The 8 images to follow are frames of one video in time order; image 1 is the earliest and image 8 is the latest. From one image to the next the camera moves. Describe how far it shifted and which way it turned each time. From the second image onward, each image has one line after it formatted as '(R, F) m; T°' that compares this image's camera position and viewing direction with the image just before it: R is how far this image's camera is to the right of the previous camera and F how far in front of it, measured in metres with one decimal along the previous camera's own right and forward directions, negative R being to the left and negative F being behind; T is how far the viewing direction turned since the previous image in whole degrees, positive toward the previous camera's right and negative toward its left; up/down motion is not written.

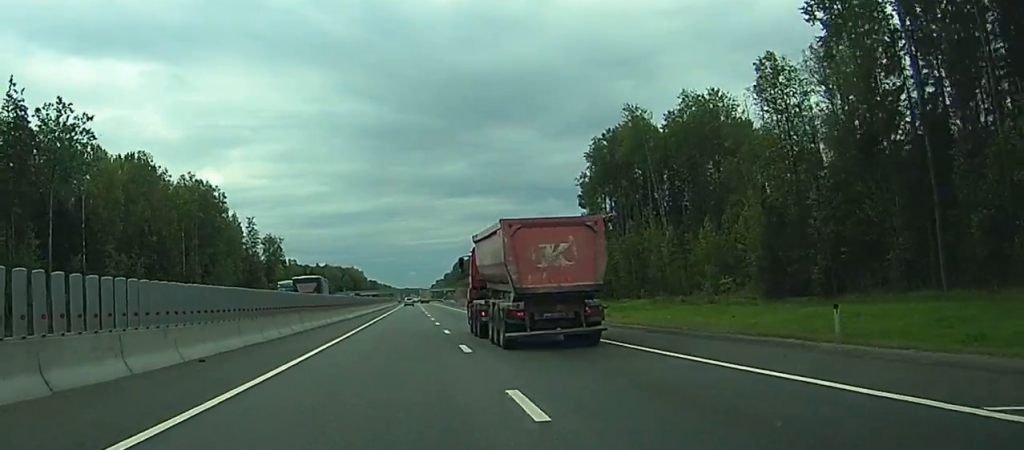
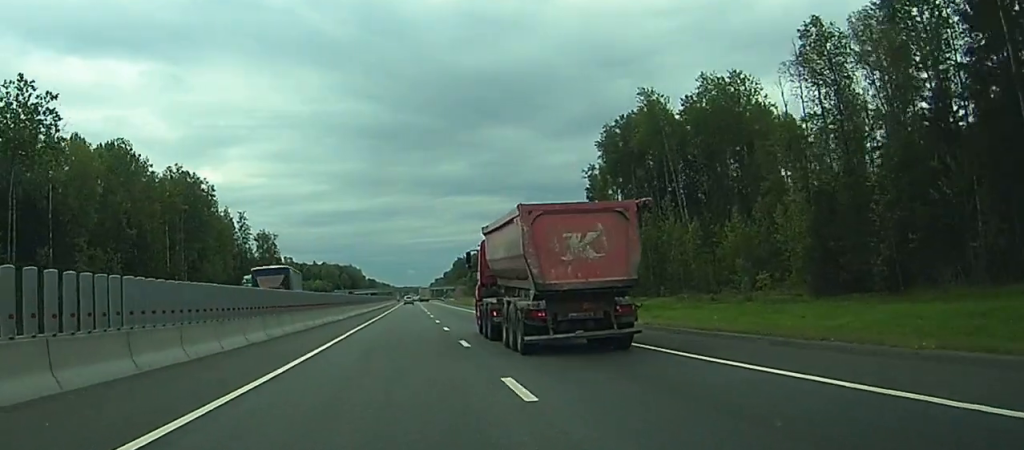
(0.0, +10.2) m; 0°
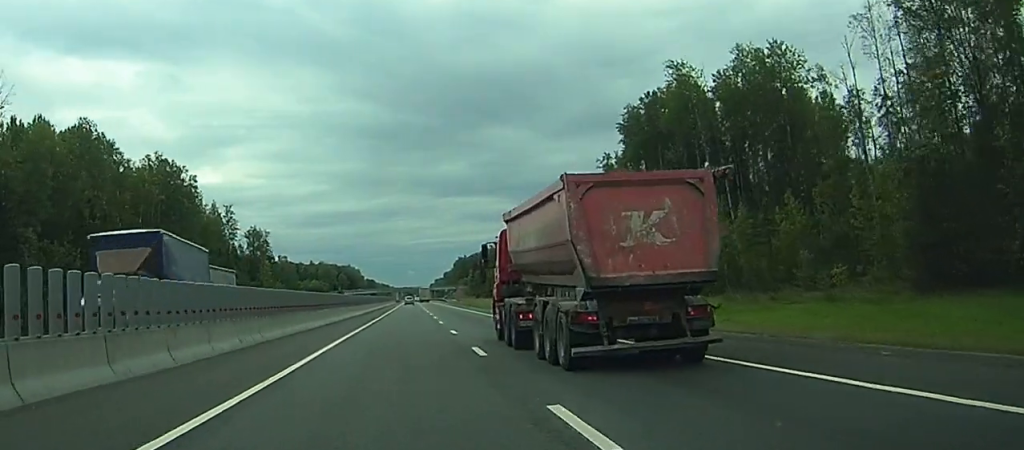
(0.0, +15.3) m; 0°
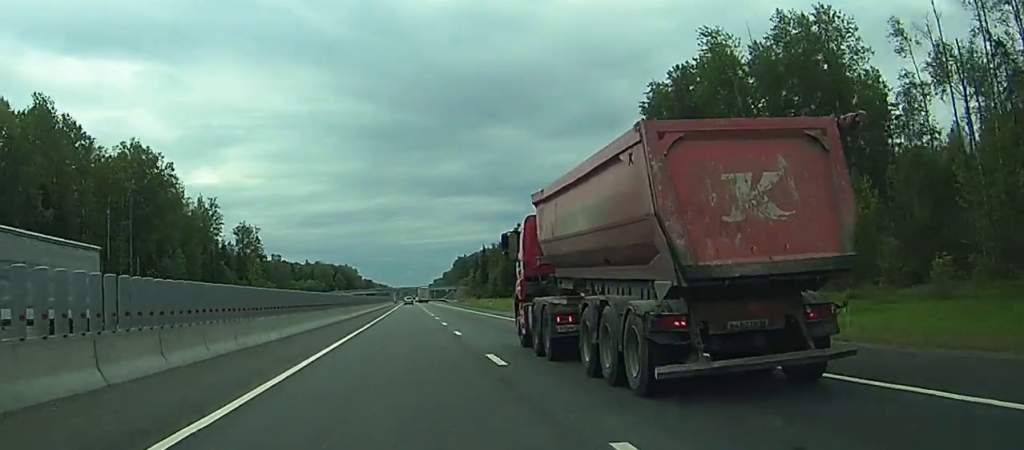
(0.0, +14.4) m; 0°
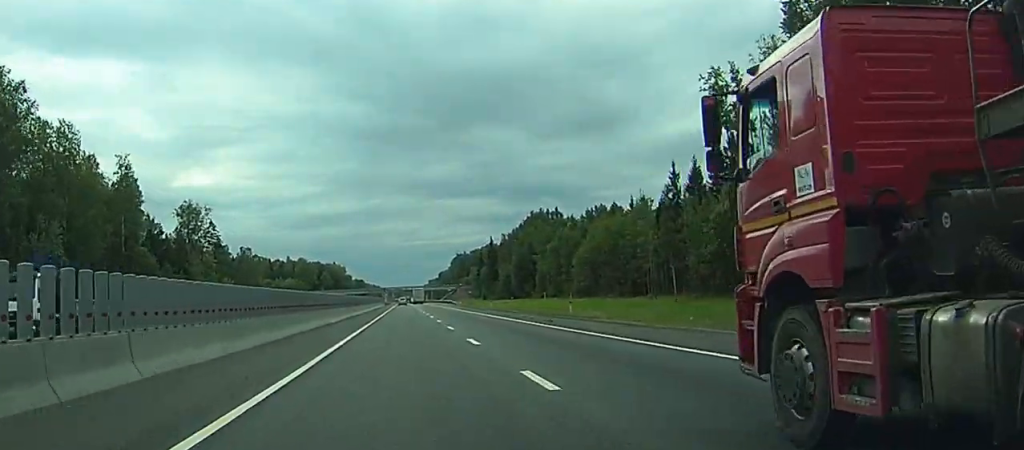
(+0.1, +54.0) m; 0°
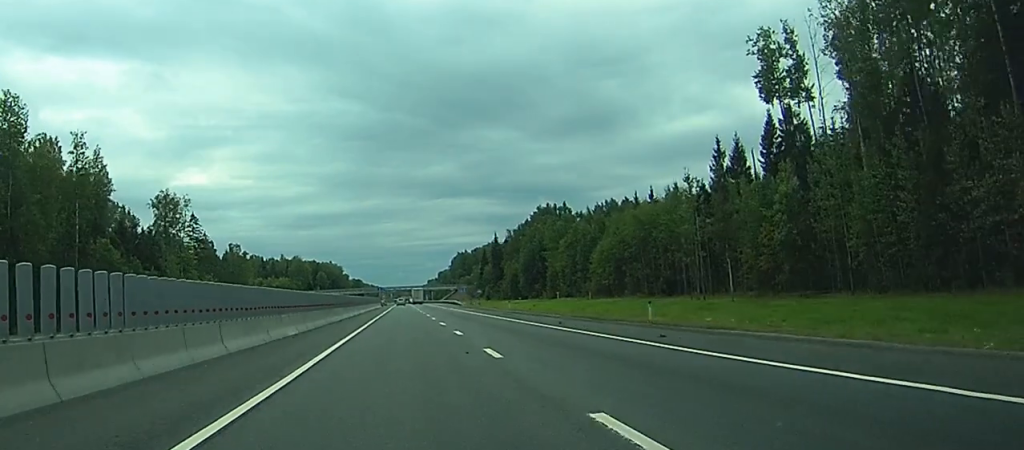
(0.0, +17.4) m; 0°
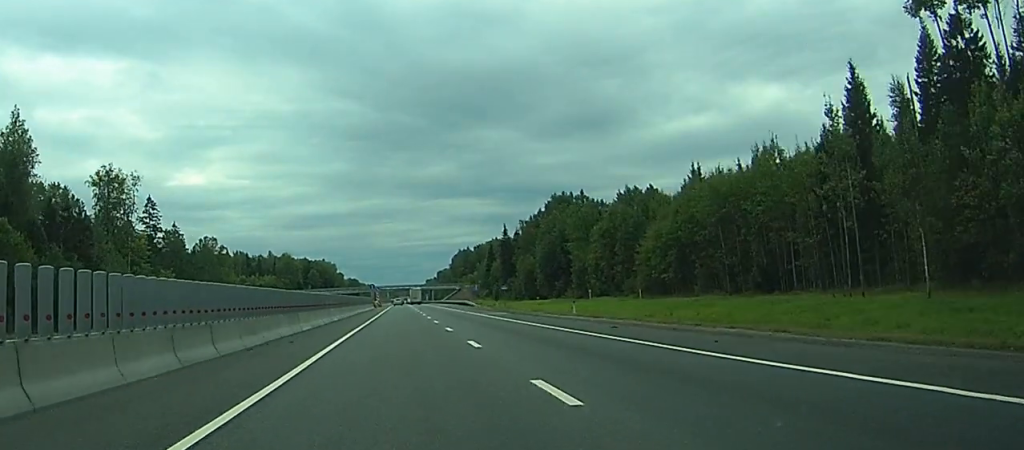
(+0.1, +32.3) m; 0°
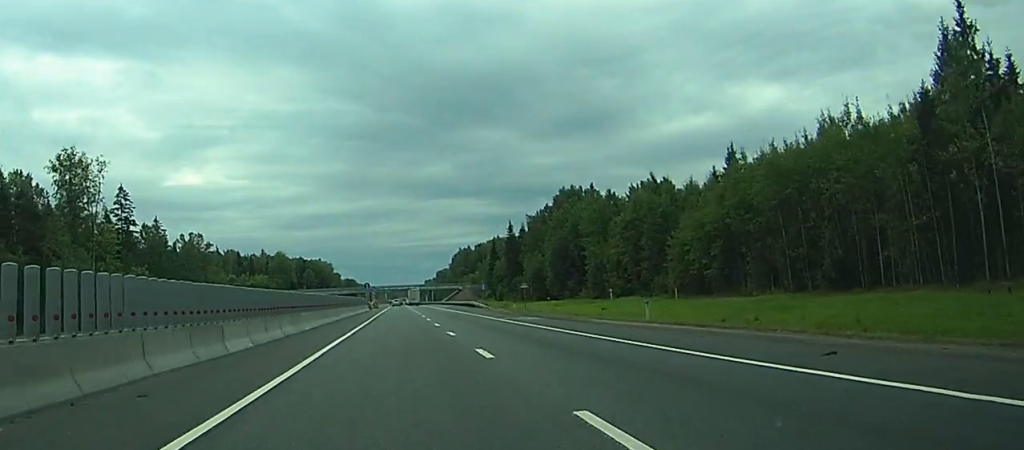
(0.0, +15.8) m; 0°
